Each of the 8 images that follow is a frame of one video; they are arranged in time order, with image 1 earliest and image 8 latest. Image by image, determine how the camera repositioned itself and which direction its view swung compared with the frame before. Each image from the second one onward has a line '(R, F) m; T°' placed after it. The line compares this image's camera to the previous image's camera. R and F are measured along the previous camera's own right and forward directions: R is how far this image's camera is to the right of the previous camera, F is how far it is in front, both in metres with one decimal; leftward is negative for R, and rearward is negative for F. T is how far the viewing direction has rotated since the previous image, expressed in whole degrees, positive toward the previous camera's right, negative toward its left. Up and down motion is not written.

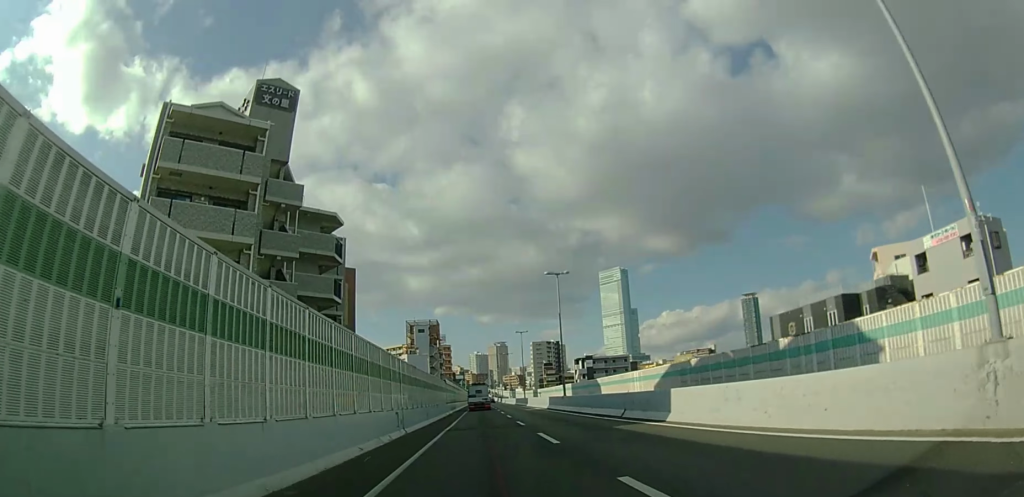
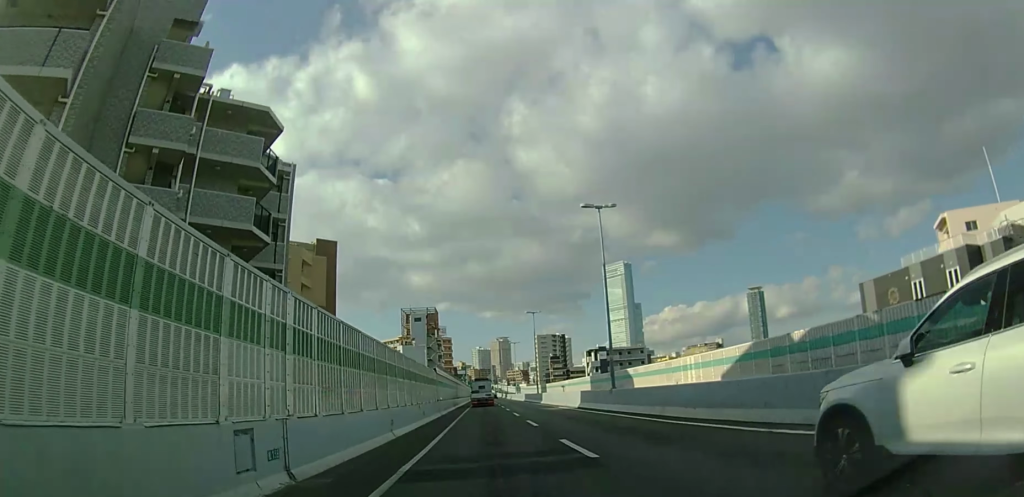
(0.0, +13.8) m; 0°
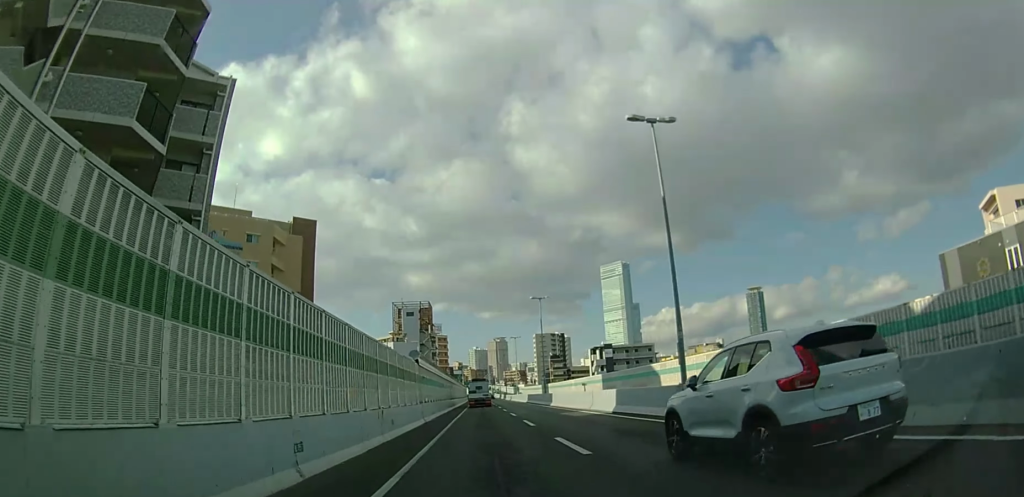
(0.0, +9.2) m; 0°
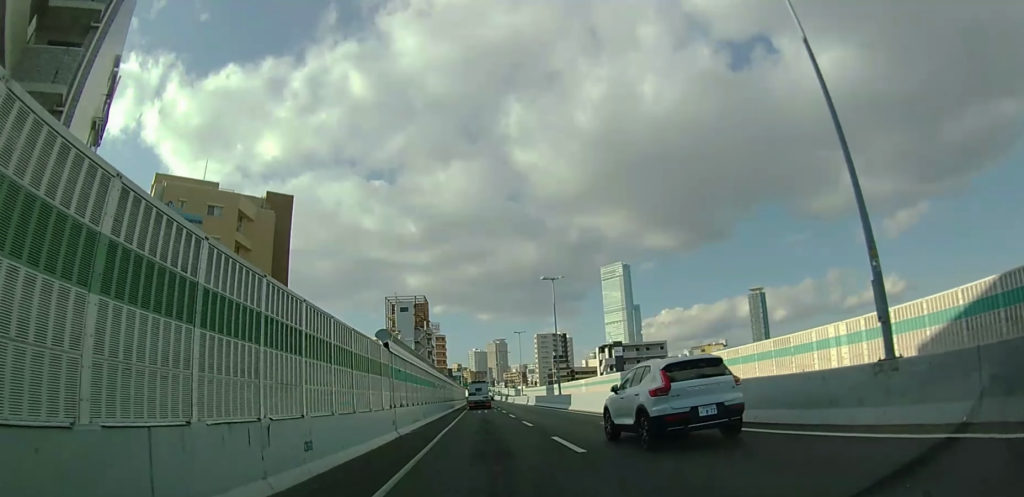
(0.0, +9.8) m; 0°
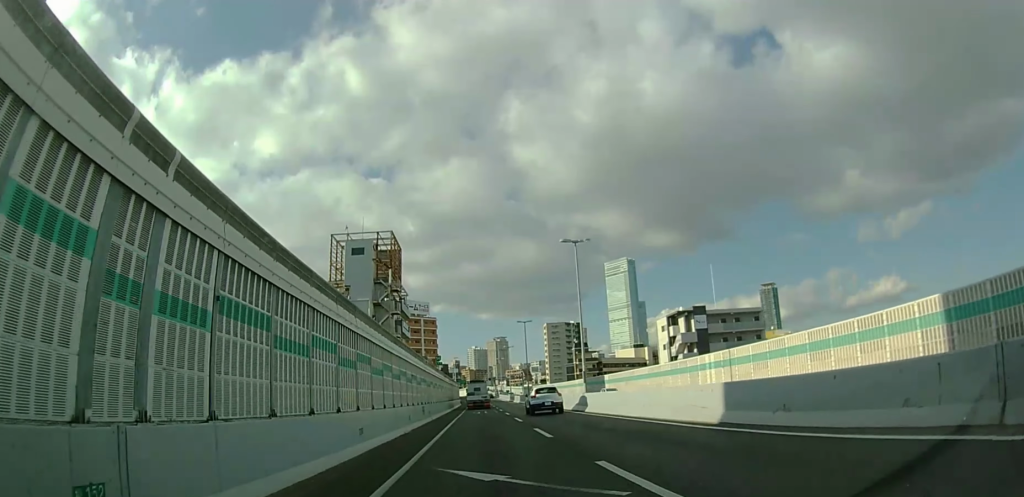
(0.0, +45.2) m; 0°
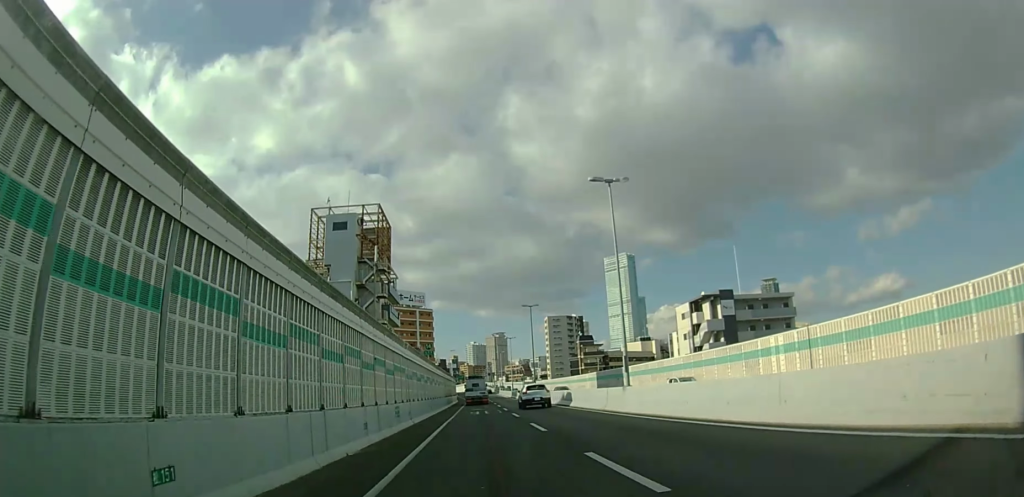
(0.0, +8.9) m; 0°
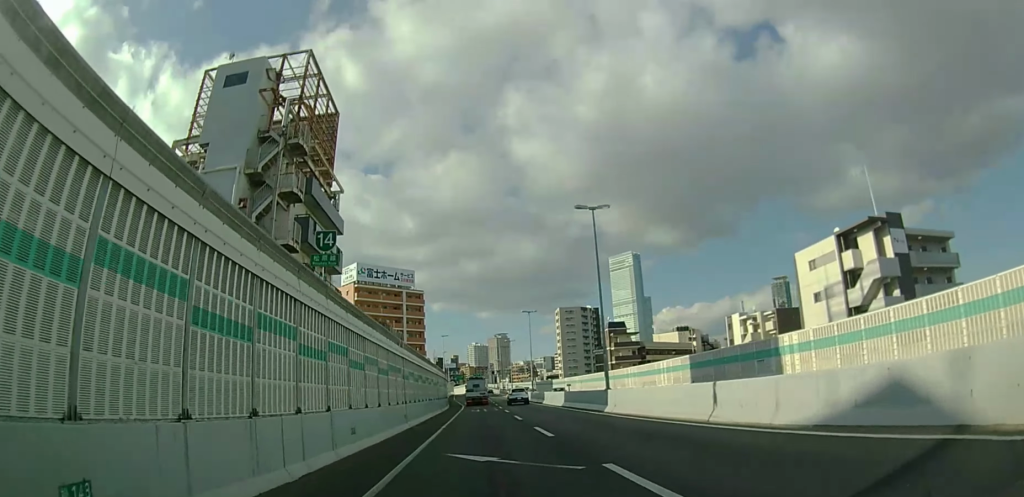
(0.0, +30.8) m; 0°
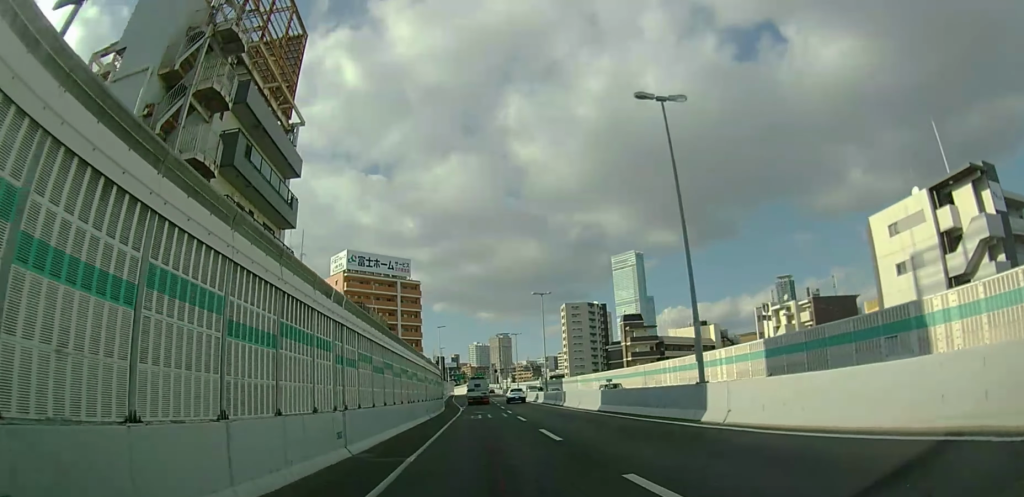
(+0.1, +11.3) m; -1°
